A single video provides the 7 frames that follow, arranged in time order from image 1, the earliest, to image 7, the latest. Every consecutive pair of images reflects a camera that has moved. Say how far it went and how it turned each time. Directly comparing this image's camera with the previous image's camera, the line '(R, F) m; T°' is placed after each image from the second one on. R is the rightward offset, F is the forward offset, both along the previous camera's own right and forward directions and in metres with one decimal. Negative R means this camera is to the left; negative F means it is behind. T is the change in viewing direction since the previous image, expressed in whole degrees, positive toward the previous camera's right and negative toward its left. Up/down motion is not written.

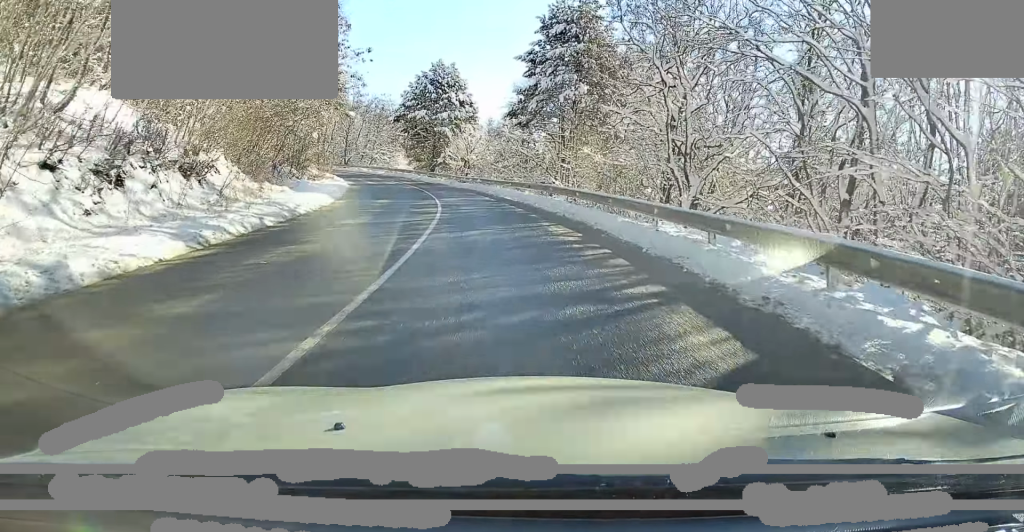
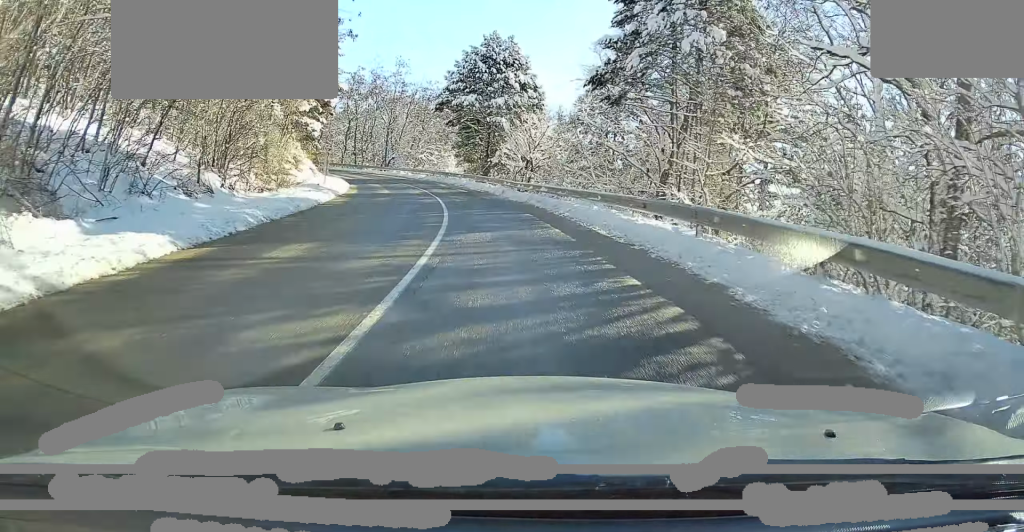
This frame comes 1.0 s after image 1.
(-0.7, +15.6) m; -6°
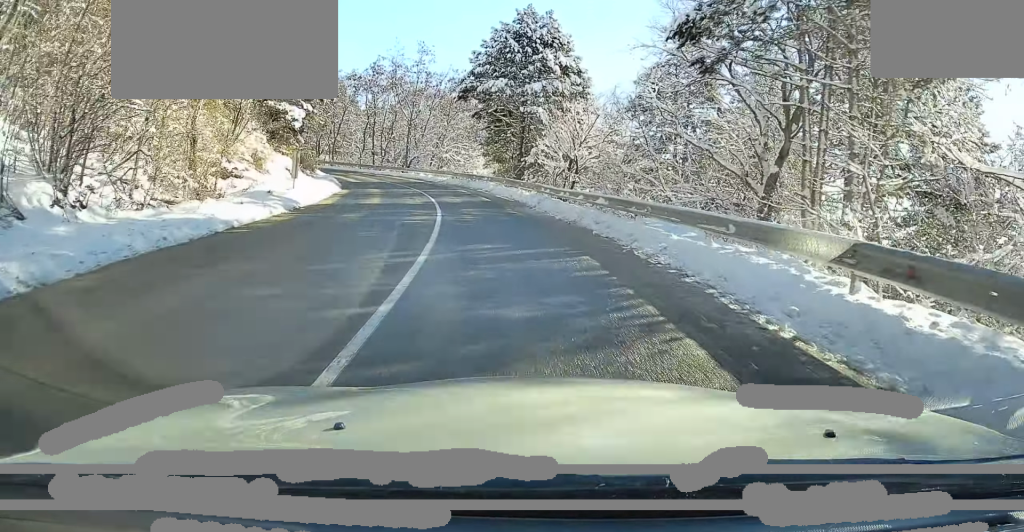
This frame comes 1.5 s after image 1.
(-0.5, +9.2) m; -4°
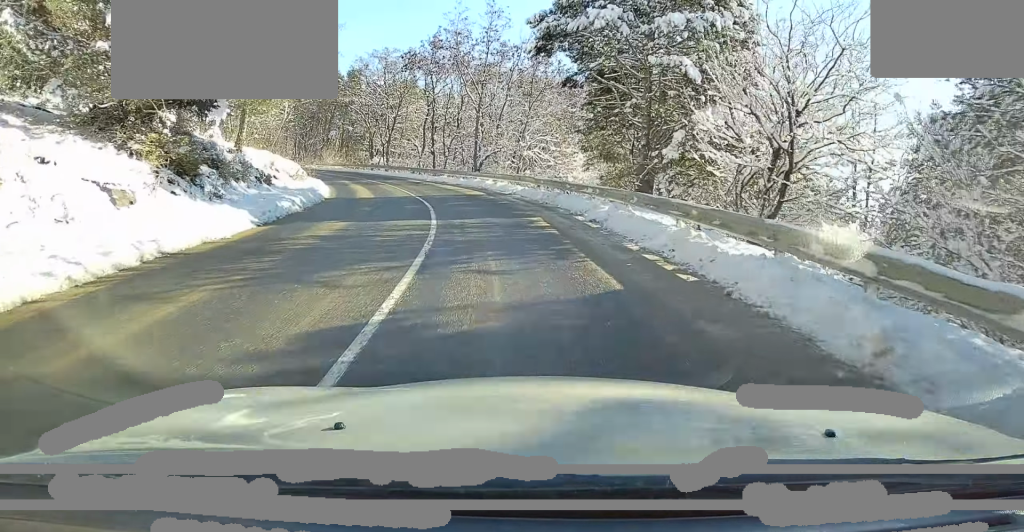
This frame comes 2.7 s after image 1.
(-1.2, +18.4) m; -8°
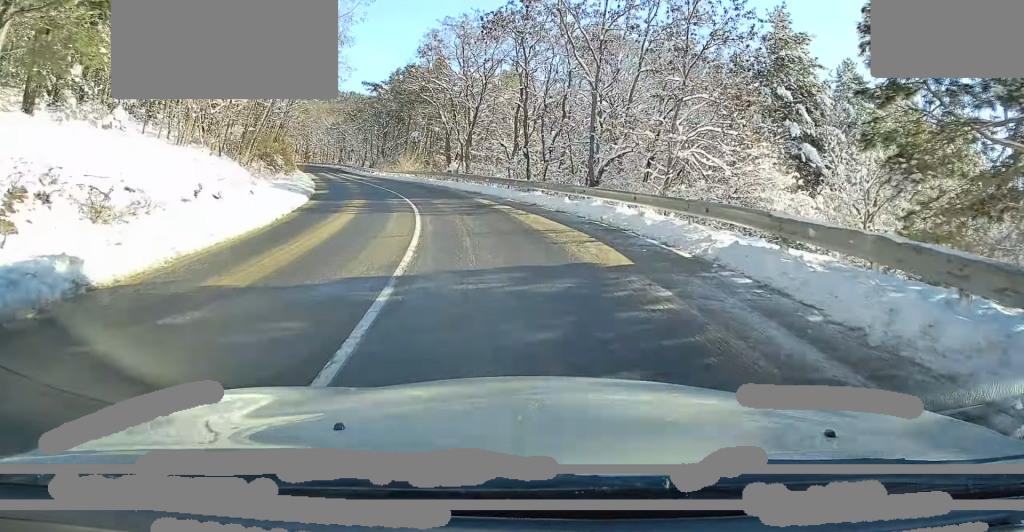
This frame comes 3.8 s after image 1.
(-1.5, +18.2) m; -11°
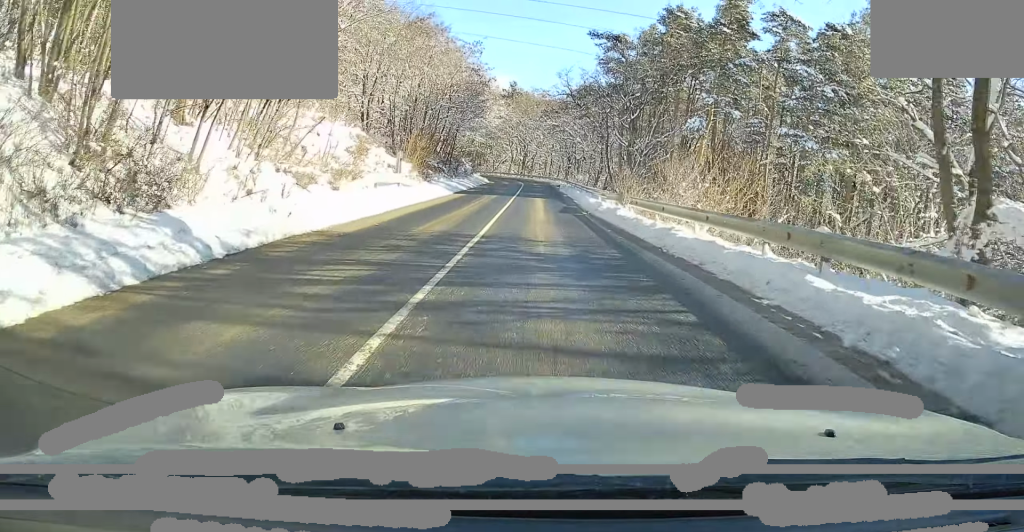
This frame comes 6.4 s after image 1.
(-8.7, +41.6) m; -20°
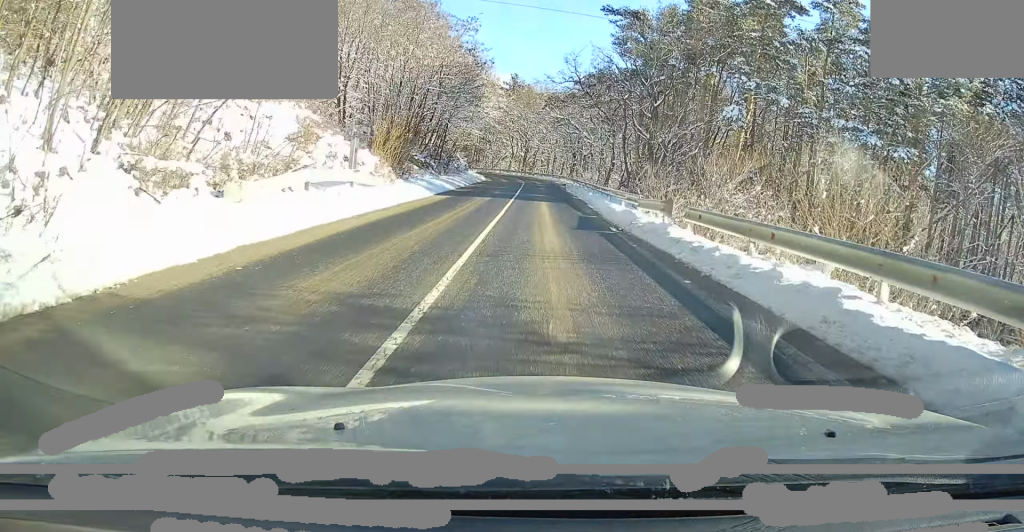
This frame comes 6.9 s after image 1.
(-0.1, +7.7) m; -1°
